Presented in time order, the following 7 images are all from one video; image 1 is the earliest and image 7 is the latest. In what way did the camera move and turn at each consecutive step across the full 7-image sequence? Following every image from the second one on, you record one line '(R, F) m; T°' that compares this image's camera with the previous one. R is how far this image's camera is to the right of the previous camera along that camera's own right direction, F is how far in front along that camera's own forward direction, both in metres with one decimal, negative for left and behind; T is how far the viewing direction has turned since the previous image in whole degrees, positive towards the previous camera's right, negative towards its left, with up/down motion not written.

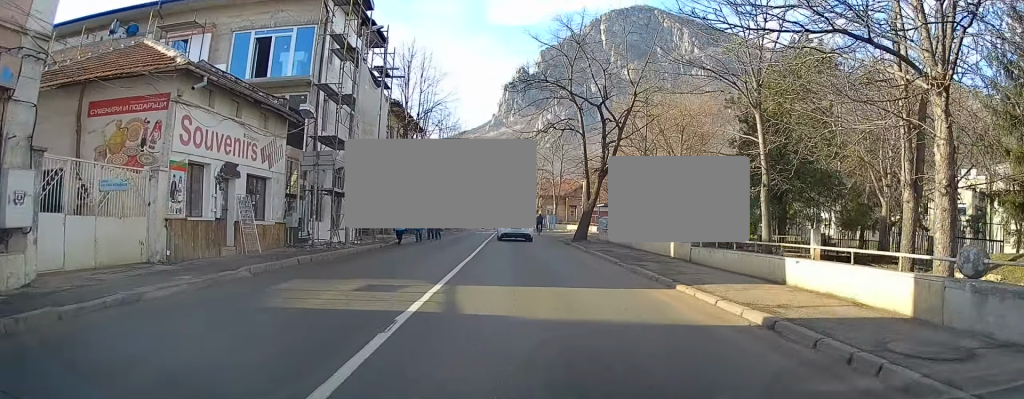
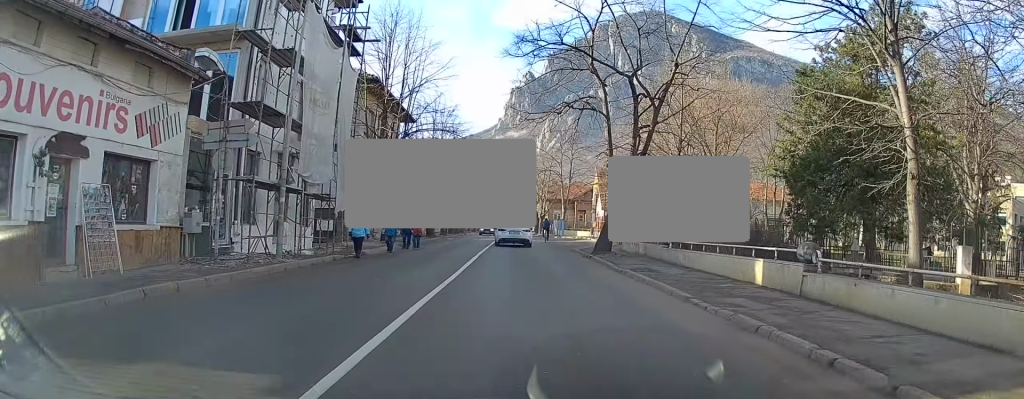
(-0.1, +6.9) m; -2°
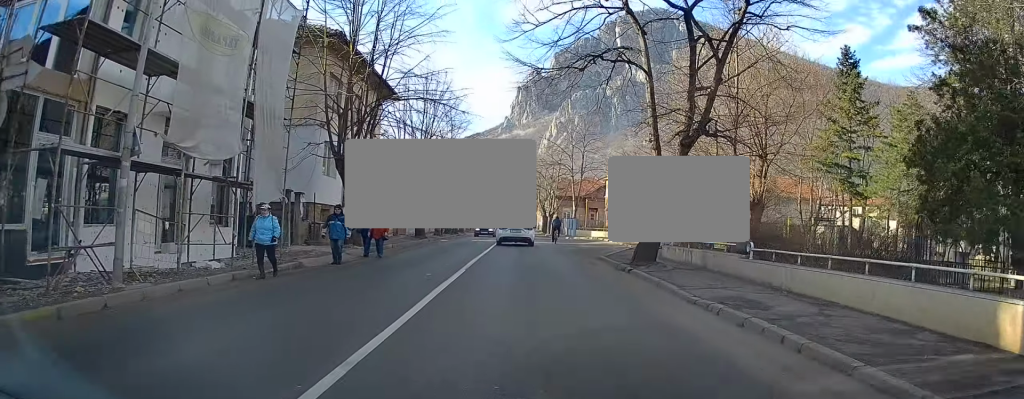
(0.0, +7.2) m; -1°
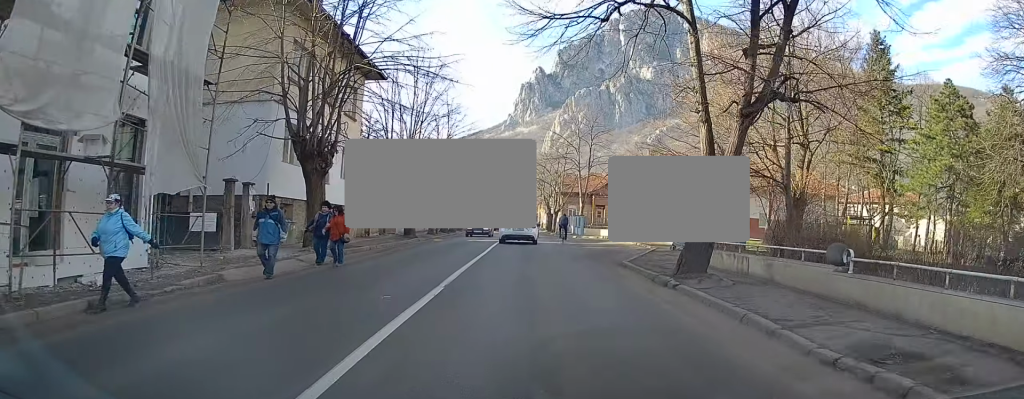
(-0.1, +4.3) m; -1°
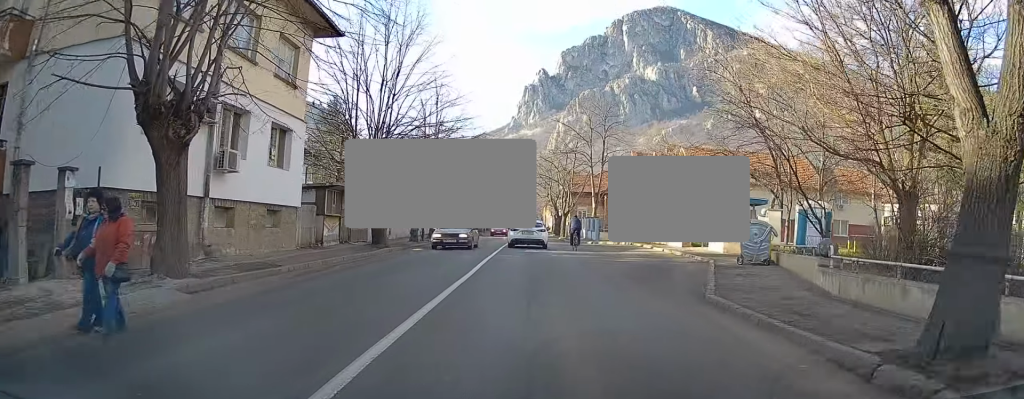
(-0.1, +8.2) m; 0°
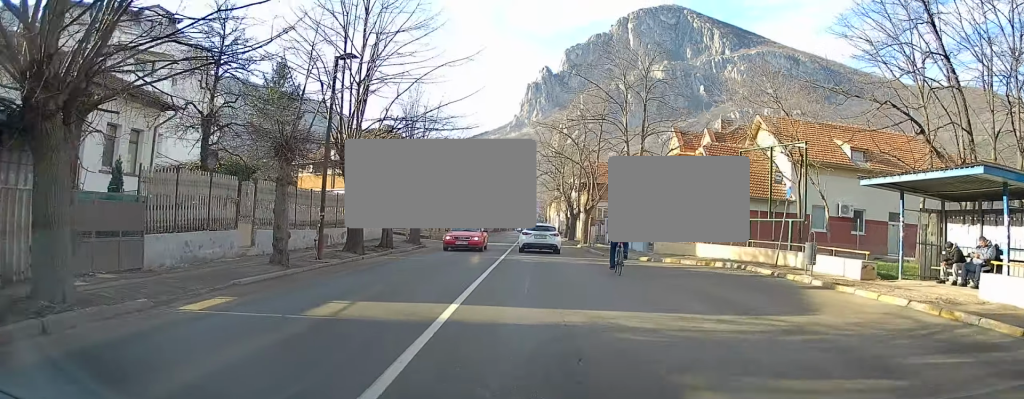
(+0.5, +18.2) m; +2°
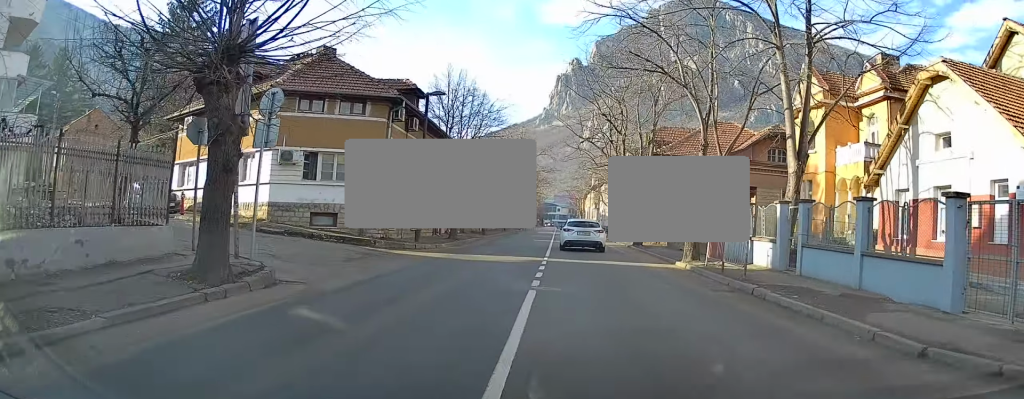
(-0.7, +21.2) m; -1°
